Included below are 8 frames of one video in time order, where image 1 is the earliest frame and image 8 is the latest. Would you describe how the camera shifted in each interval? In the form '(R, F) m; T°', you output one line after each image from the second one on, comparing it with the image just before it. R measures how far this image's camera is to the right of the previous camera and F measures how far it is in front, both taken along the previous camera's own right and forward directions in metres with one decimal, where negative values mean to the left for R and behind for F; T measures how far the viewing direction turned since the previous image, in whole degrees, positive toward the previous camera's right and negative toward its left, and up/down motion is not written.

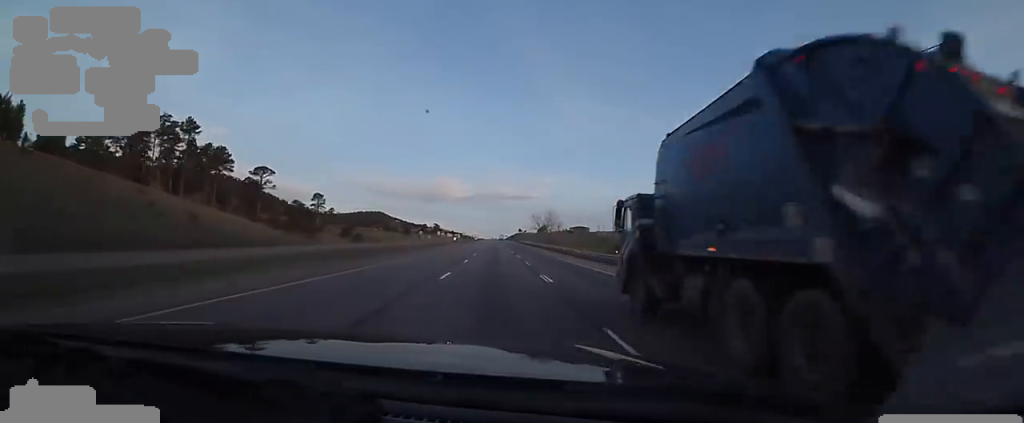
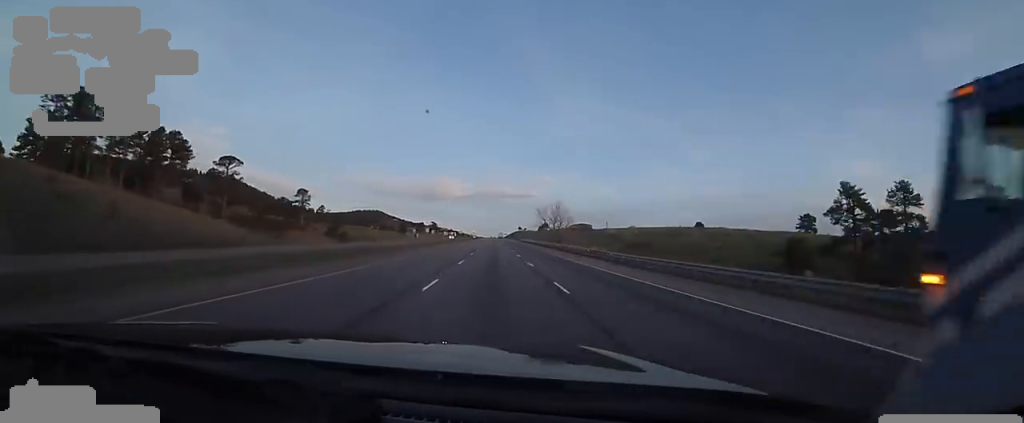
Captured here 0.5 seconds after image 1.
(0.0, +15.5) m; 0°
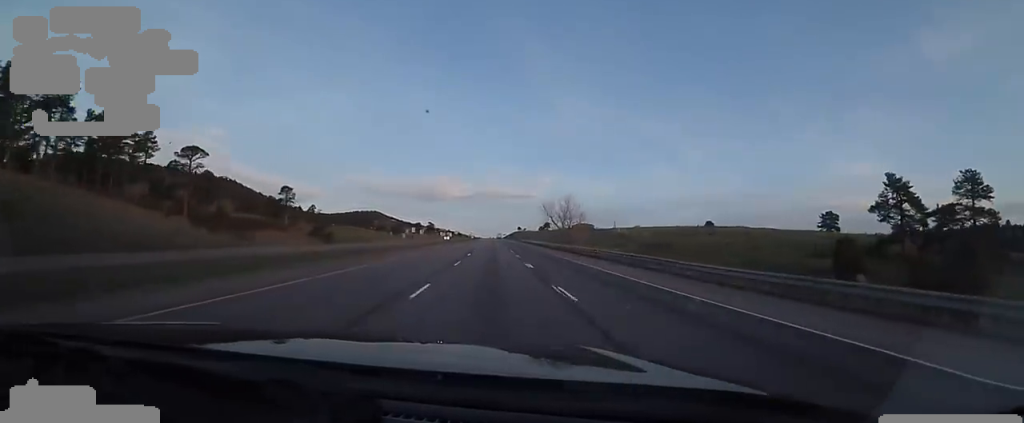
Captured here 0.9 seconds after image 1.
(0.0, +13.4) m; 0°
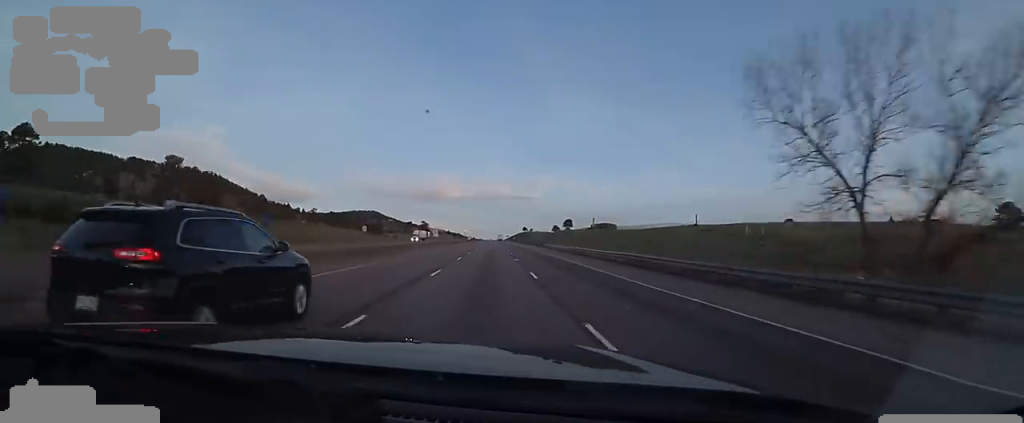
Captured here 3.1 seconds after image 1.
(+0.4, +66.4) m; -2°
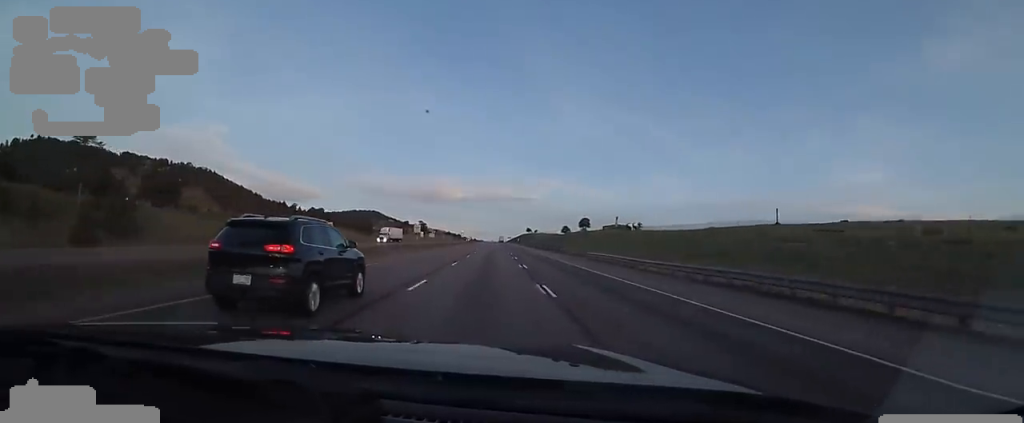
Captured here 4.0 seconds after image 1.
(-1.3, +28.4) m; 0°
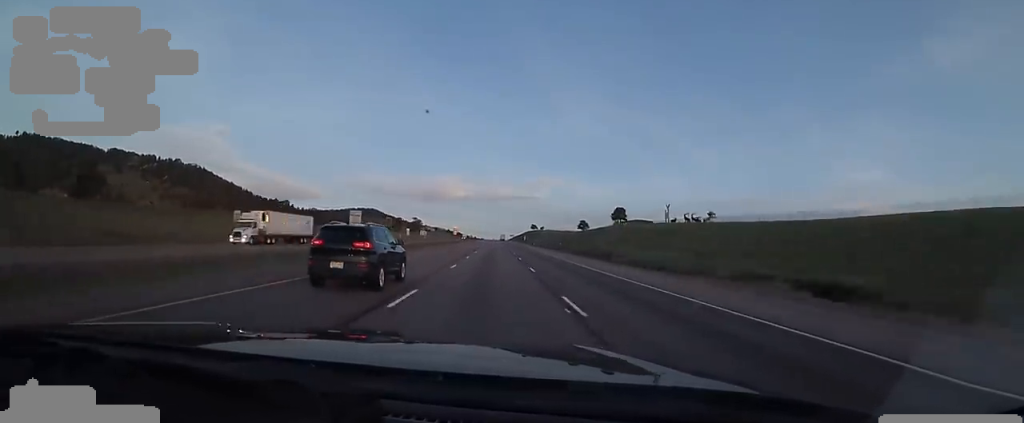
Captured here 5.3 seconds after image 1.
(+1.4, +38.8) m; +2°
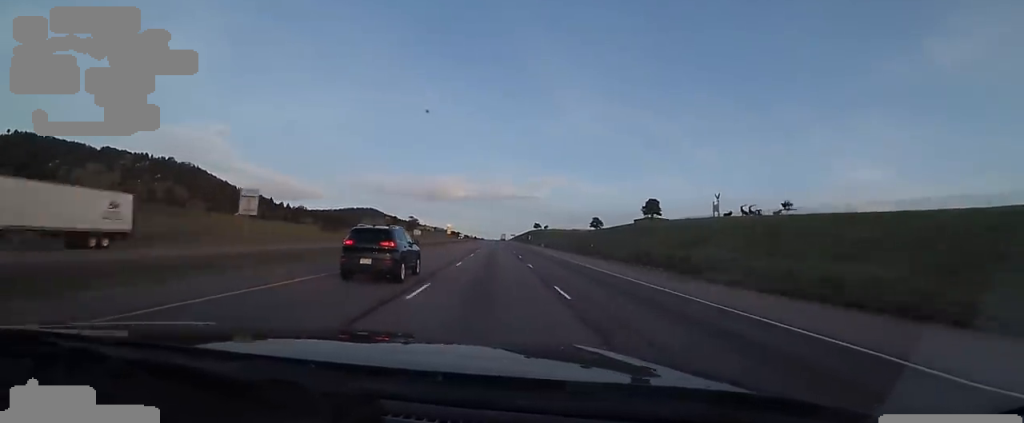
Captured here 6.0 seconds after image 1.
(-0.3, +21.8) m; 0°
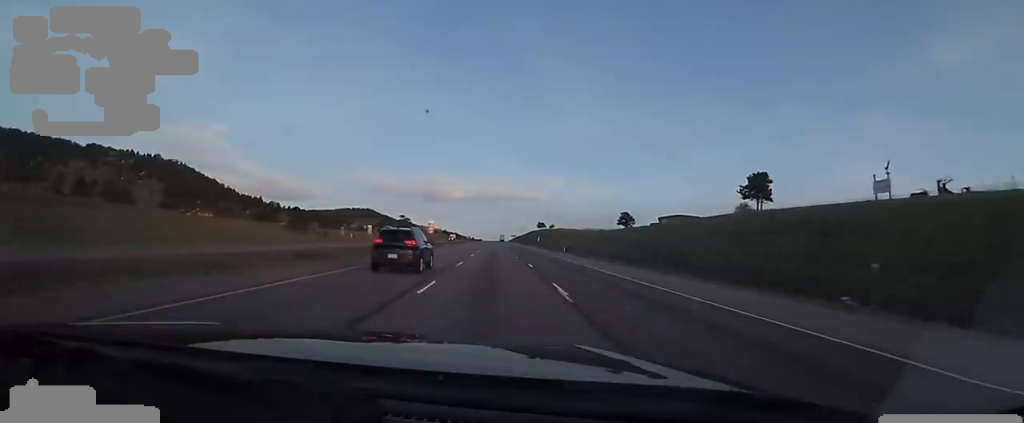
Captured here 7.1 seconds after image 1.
(+0.3, +35.2) m; 0°
